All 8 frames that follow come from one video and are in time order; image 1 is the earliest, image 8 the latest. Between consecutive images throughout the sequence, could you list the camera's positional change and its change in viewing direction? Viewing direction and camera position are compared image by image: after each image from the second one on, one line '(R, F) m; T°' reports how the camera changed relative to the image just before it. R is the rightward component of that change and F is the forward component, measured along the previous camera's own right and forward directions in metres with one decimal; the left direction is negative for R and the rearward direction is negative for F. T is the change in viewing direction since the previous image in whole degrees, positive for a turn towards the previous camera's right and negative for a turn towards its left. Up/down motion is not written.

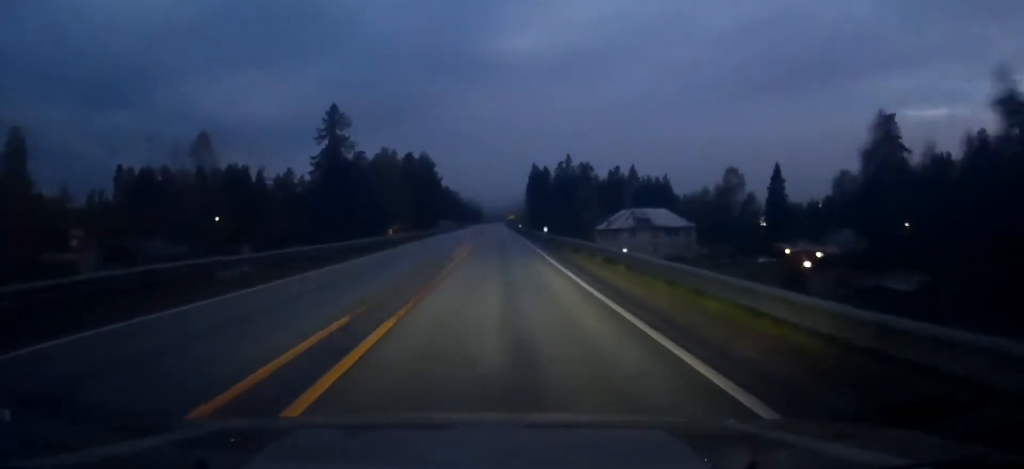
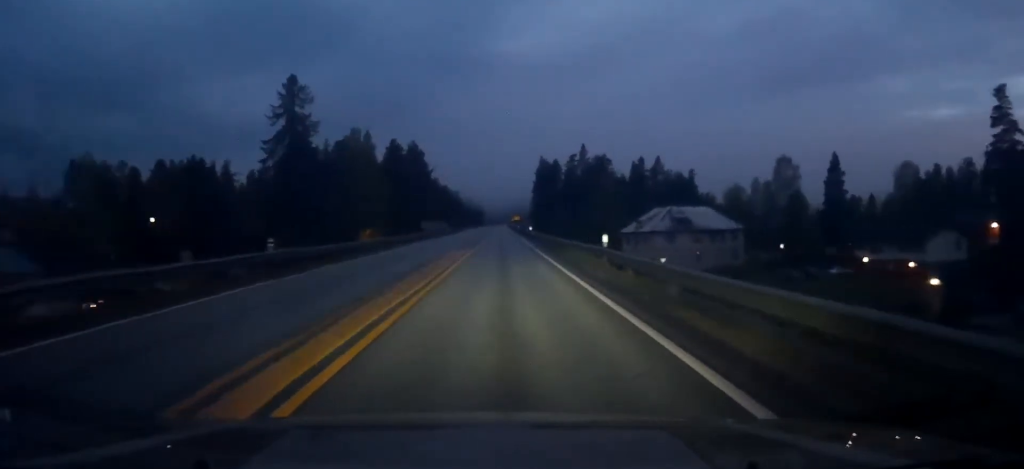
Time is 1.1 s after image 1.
(-0.2, +25.0) m; 0°
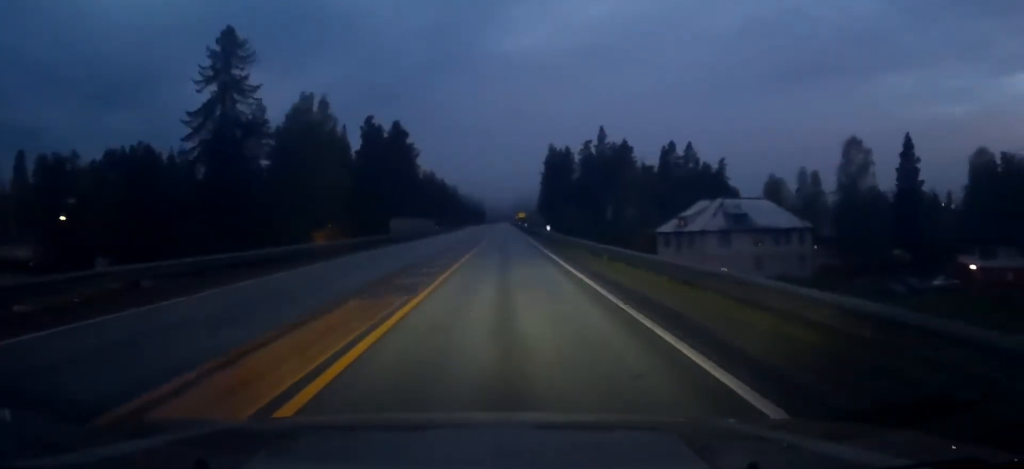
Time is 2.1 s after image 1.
(+0.2, +23.0) m; 0°
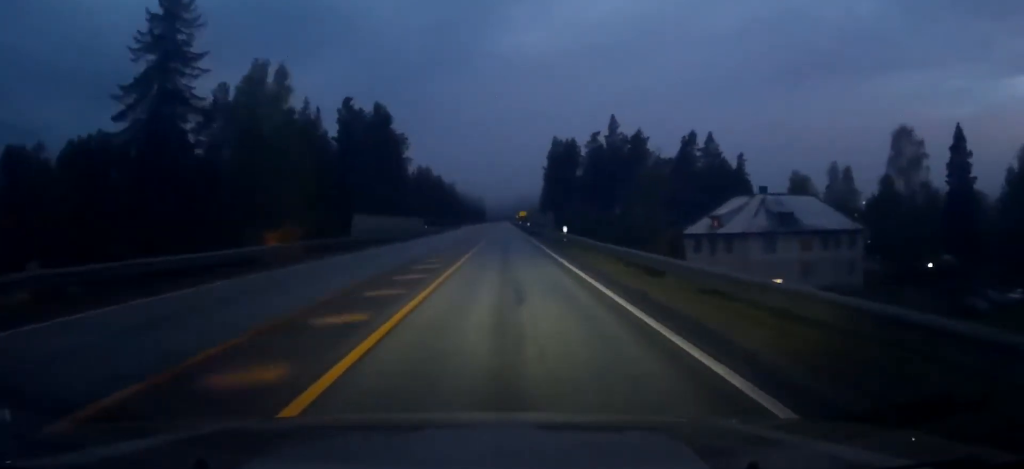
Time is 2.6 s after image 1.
(0.0, +12.8) m; -1°
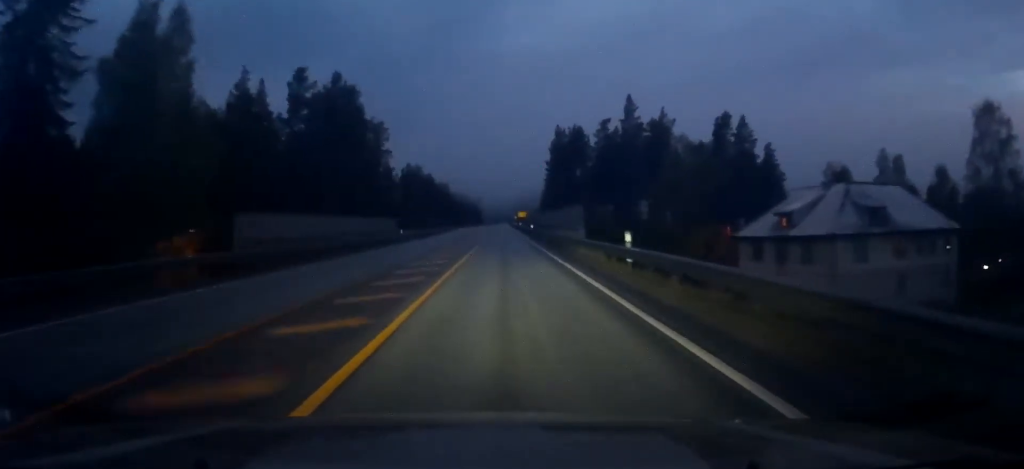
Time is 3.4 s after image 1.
(-0.2, +17.5) m; 0°
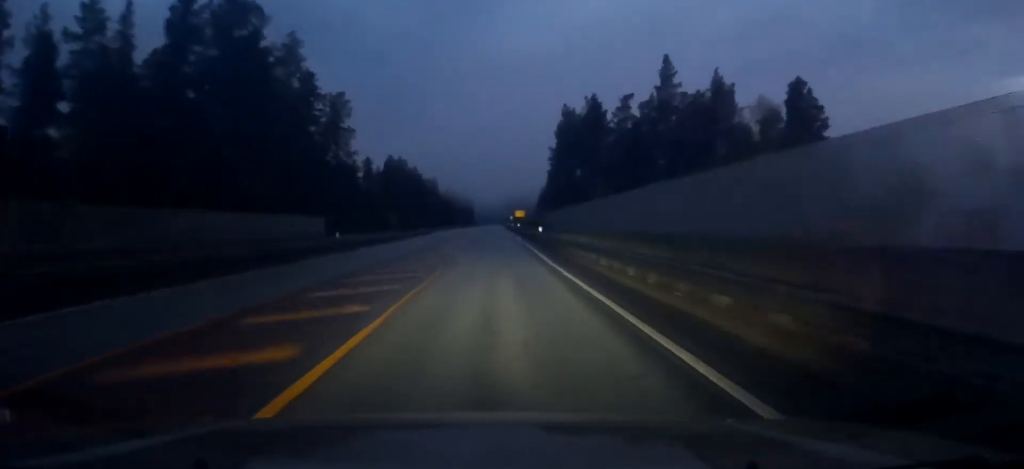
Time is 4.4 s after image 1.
(0.0, +23.9) m; +1°
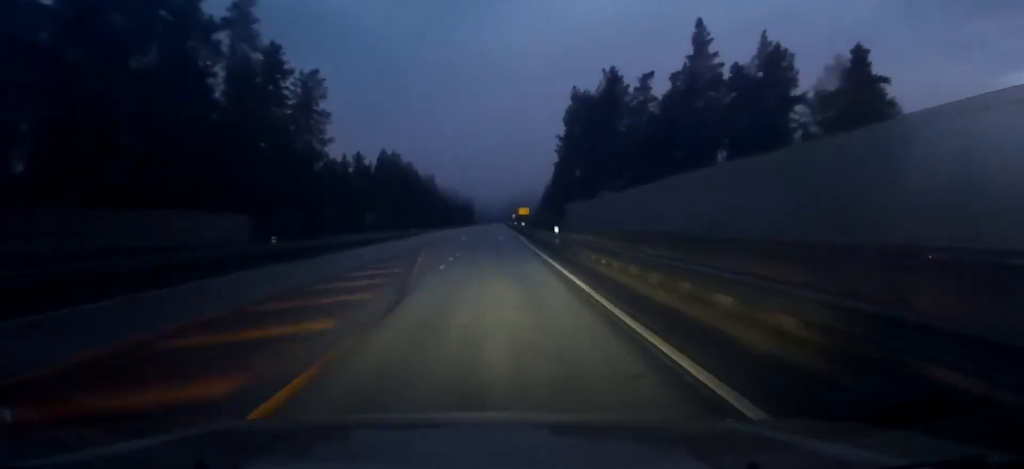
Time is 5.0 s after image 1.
(+0.1, +11.9) m; 0°
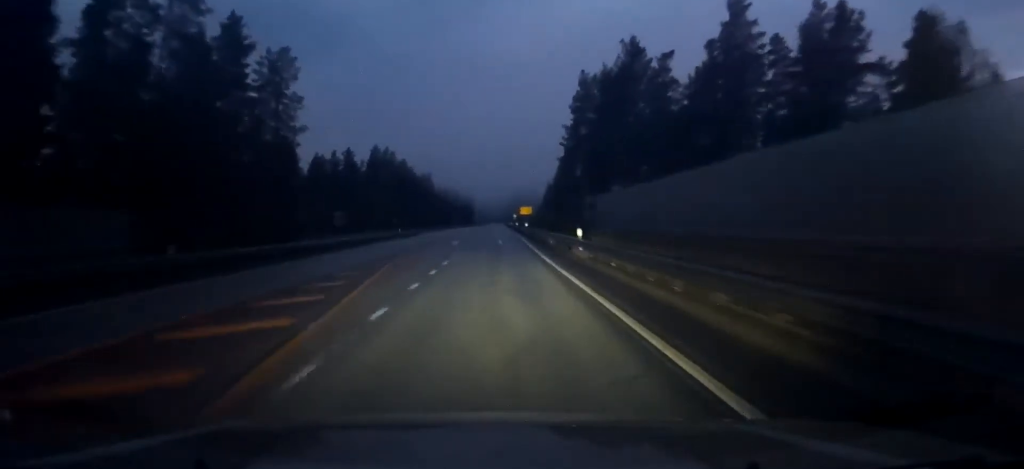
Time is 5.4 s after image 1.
(0.0, +10.1) m; 0°
